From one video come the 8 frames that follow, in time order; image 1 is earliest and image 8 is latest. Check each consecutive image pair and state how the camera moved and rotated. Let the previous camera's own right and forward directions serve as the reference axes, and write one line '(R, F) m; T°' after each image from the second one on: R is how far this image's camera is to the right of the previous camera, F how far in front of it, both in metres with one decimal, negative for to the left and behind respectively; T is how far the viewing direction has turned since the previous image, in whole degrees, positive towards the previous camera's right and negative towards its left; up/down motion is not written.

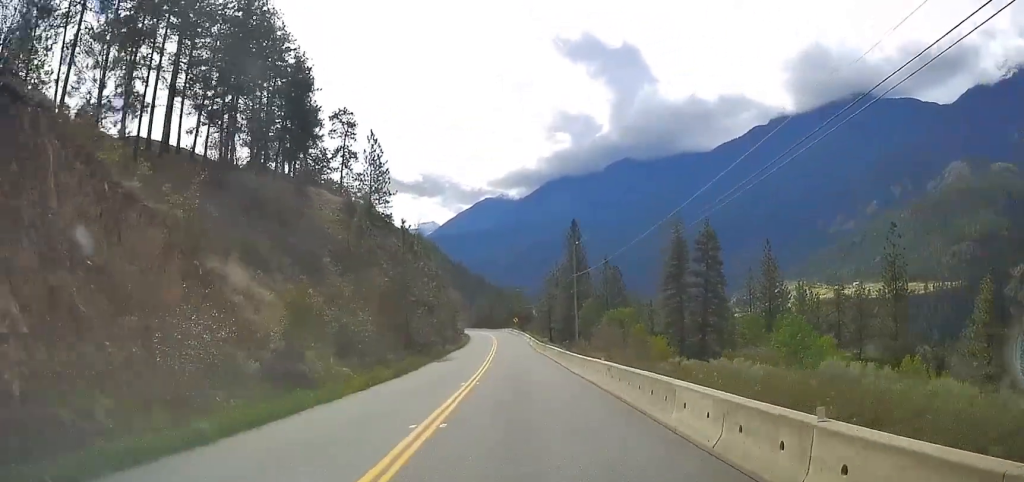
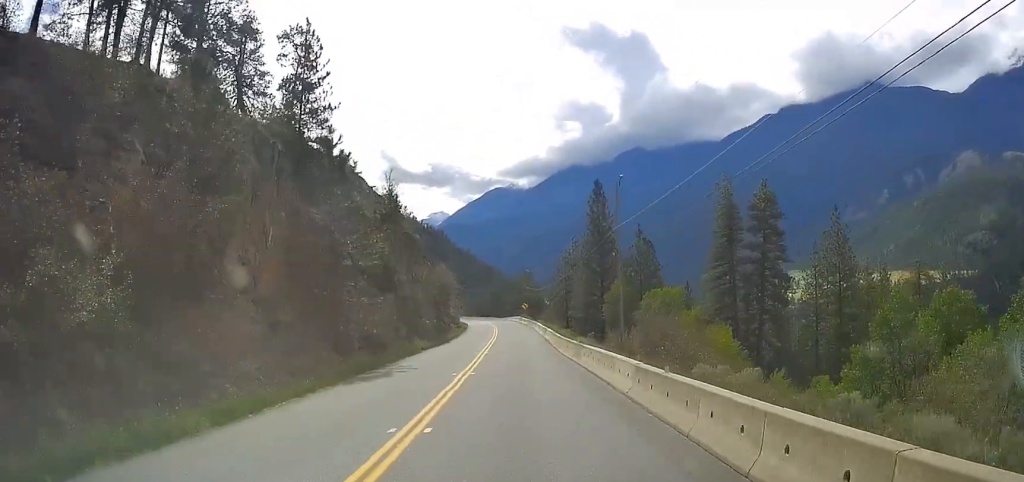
(-0.7, +25.8) m; -2°
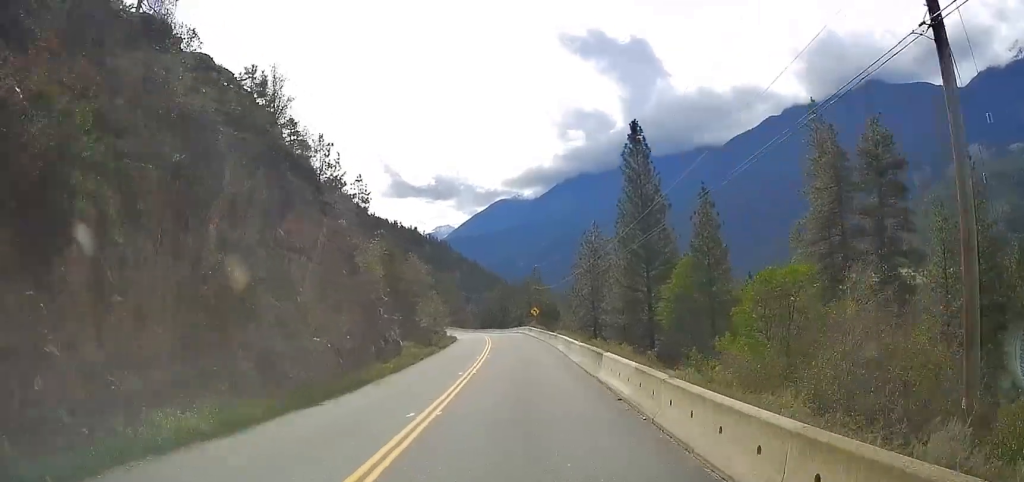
(-0.3, +34.7) m; -1°
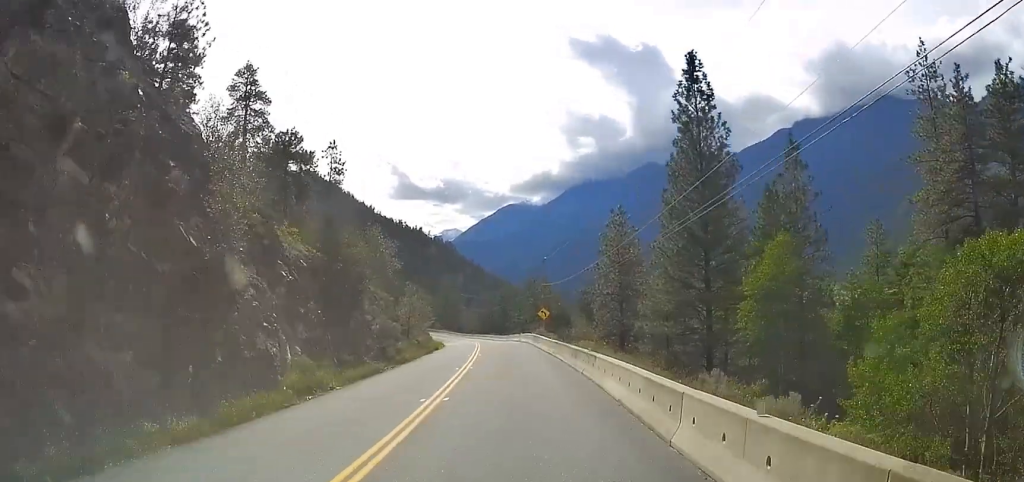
(-0.2, +20.3) m; -1°
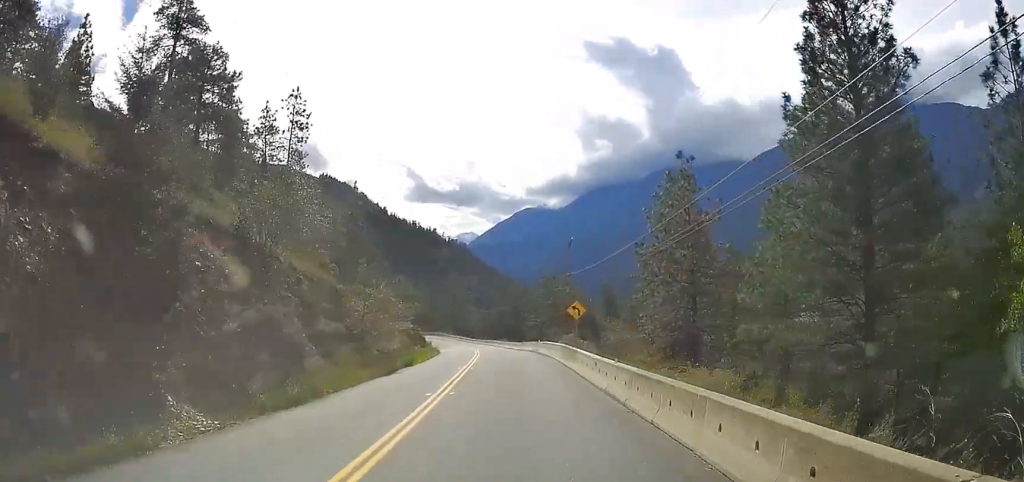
(-0.1, +20.3) m; -2°
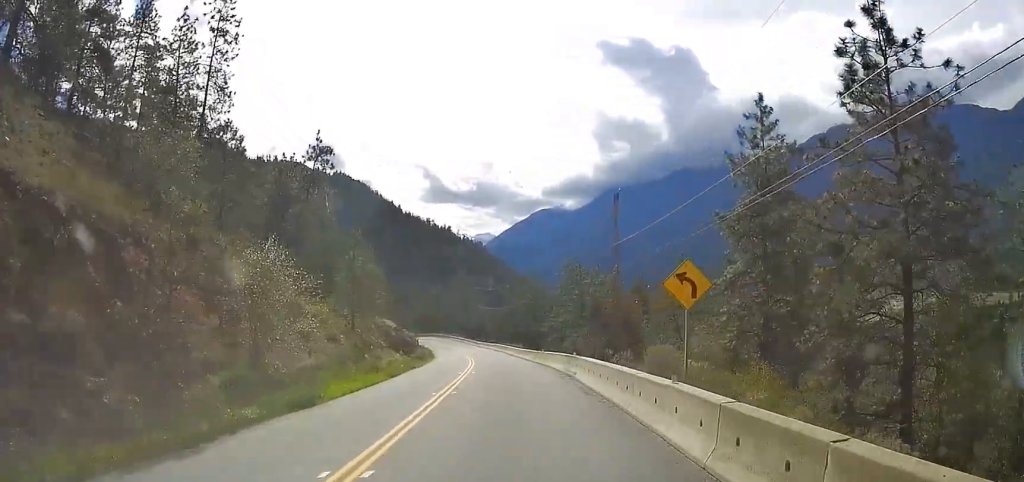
(-0.6, +20.4) m; -2°
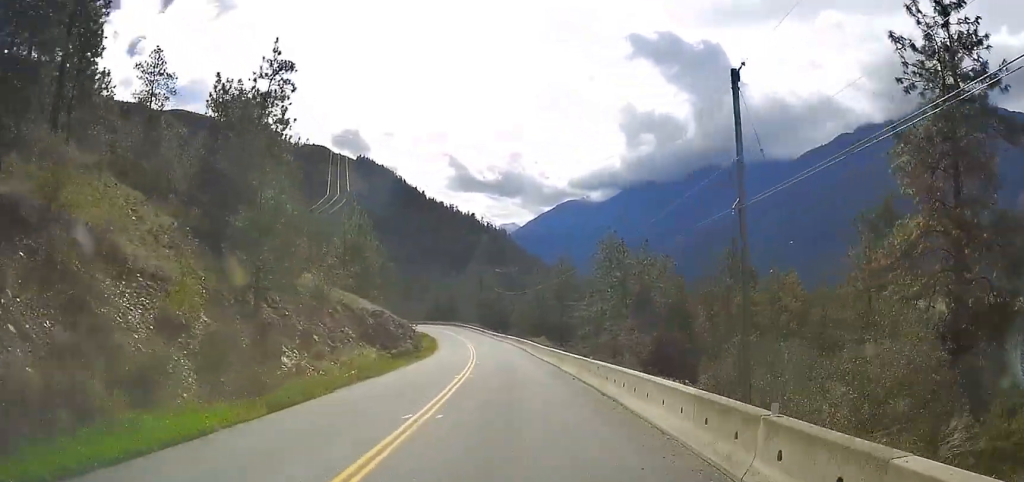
(-0.1, +16.9) m; -1°
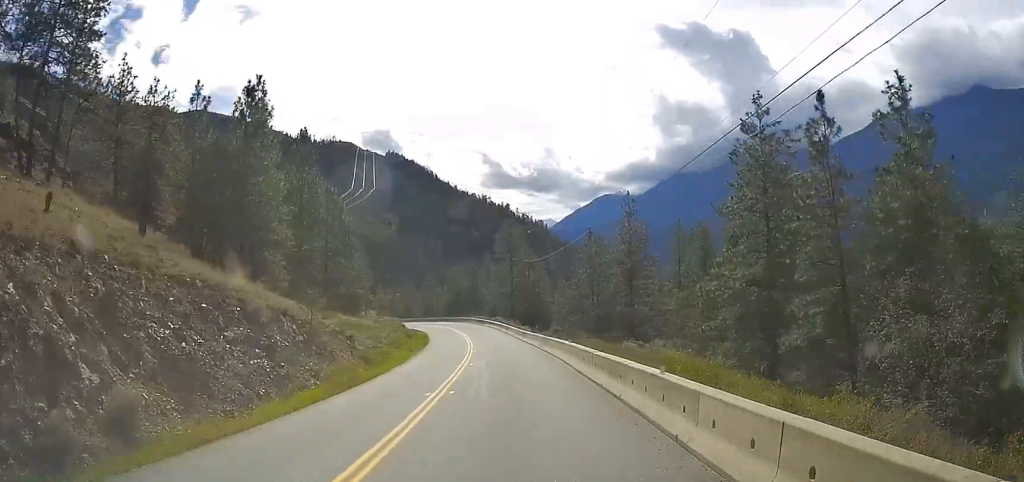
(-1.3, +37.5) m; -5°
